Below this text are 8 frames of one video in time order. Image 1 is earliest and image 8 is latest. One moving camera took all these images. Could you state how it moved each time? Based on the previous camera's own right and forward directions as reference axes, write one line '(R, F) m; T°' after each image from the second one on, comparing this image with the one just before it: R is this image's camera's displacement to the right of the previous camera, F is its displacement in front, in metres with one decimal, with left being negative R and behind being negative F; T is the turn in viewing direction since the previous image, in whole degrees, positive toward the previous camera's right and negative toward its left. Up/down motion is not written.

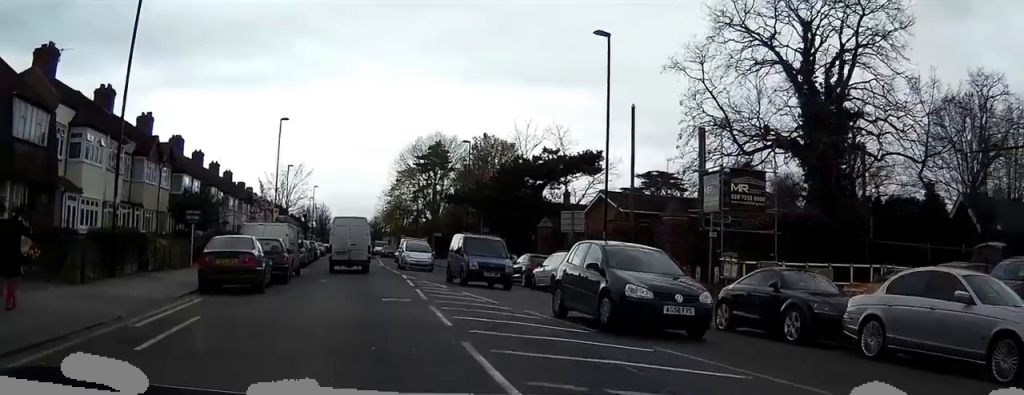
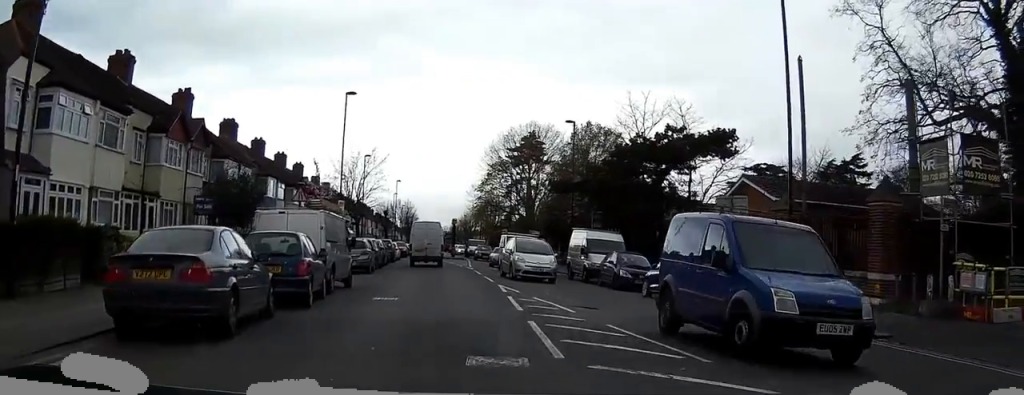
(-1.0, +10.1) m; -10°
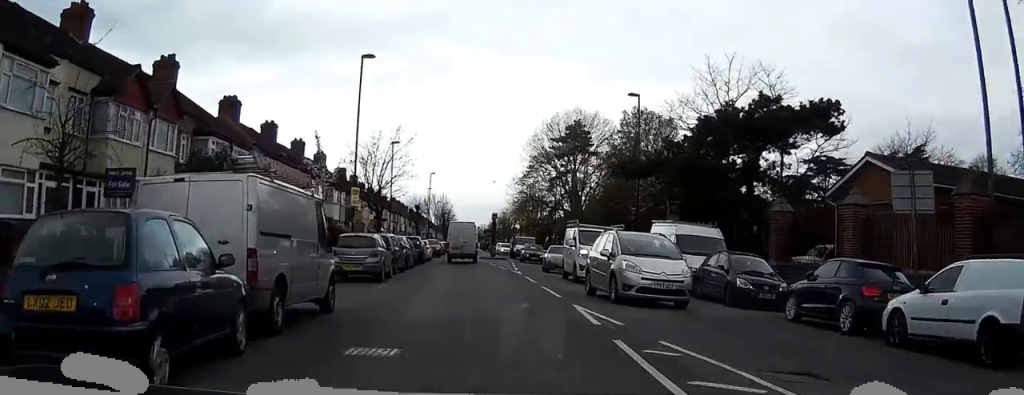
(0.0, +9.1) m; 0°
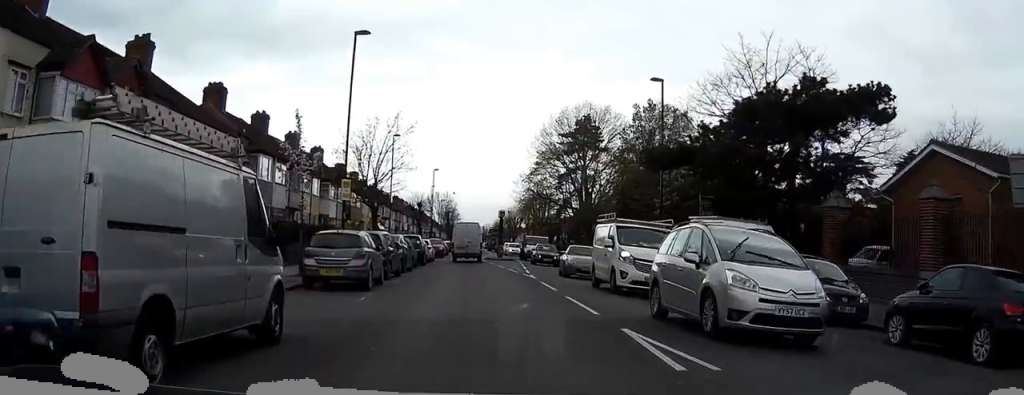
(0.0, +4.4) m; 0°
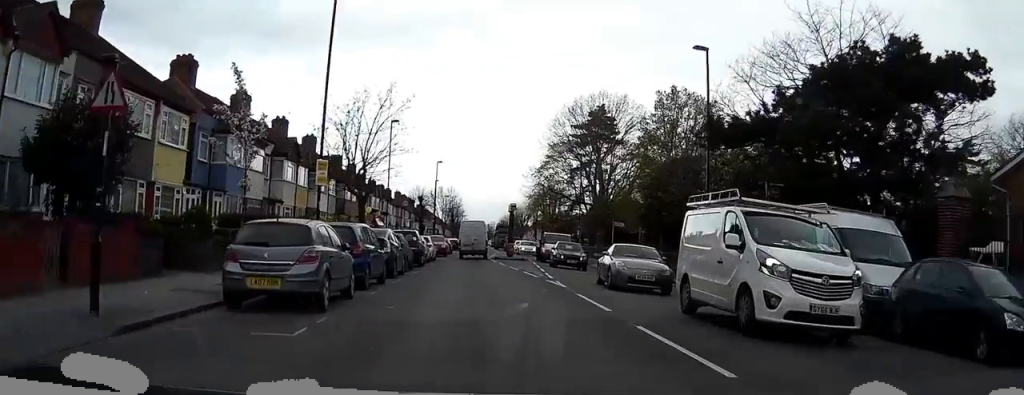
(0.0, +6.7) m; 0°
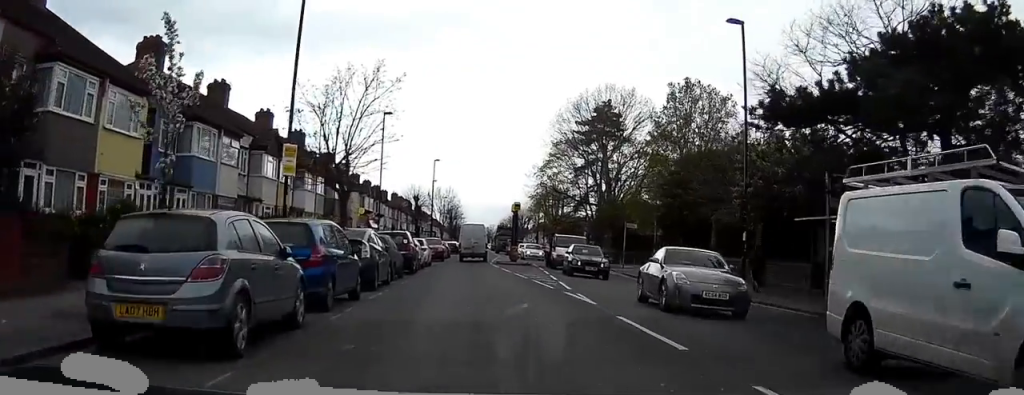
(0.0, +4.6) m; 0°
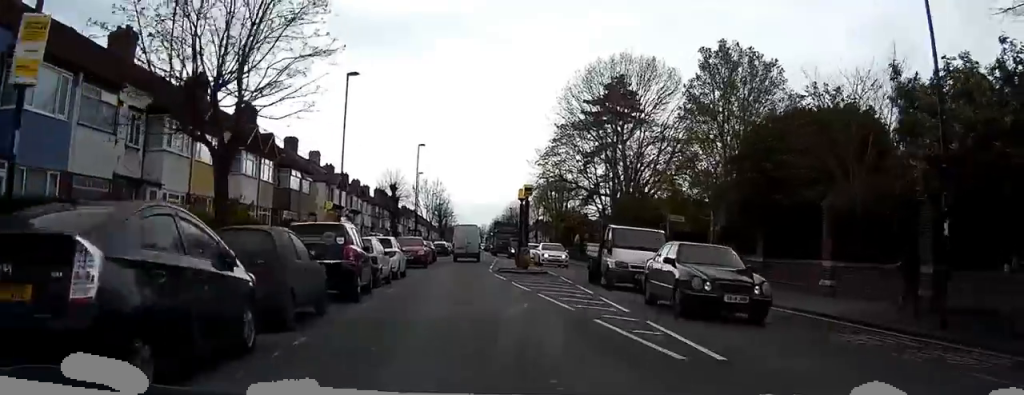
(0.0, +13.3) m; 0°
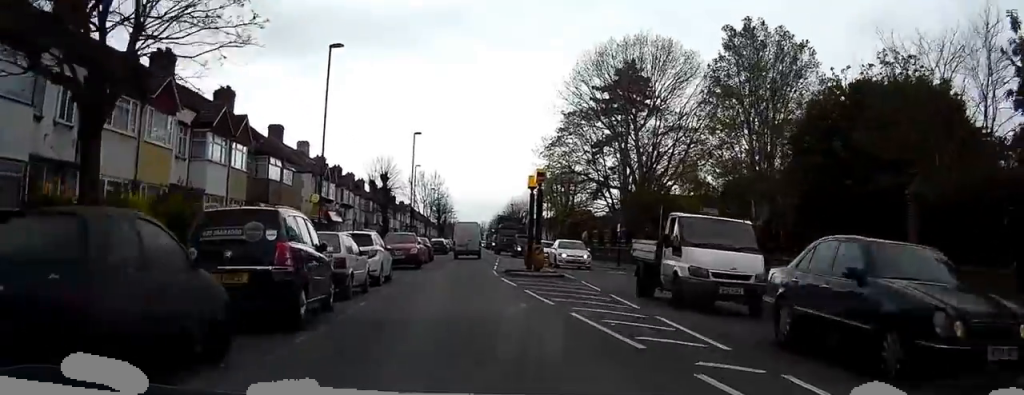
(0.0, +5.6) m; 0°
